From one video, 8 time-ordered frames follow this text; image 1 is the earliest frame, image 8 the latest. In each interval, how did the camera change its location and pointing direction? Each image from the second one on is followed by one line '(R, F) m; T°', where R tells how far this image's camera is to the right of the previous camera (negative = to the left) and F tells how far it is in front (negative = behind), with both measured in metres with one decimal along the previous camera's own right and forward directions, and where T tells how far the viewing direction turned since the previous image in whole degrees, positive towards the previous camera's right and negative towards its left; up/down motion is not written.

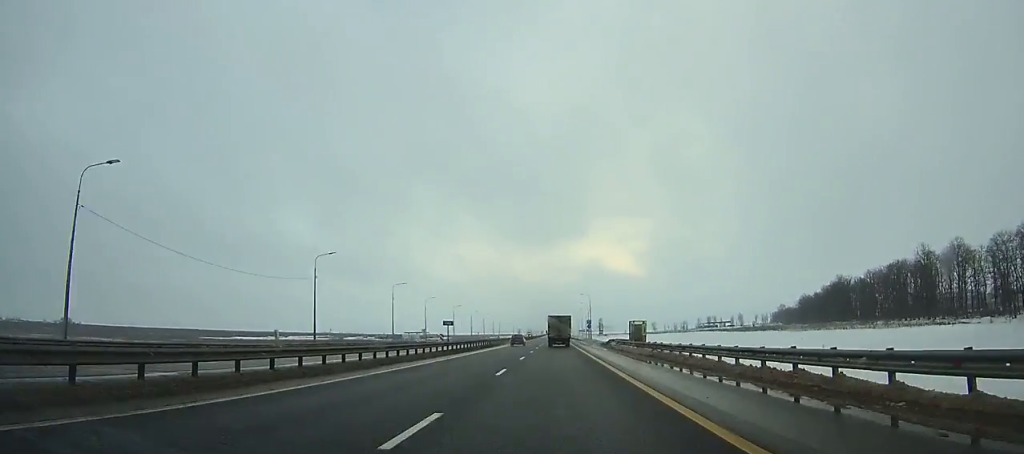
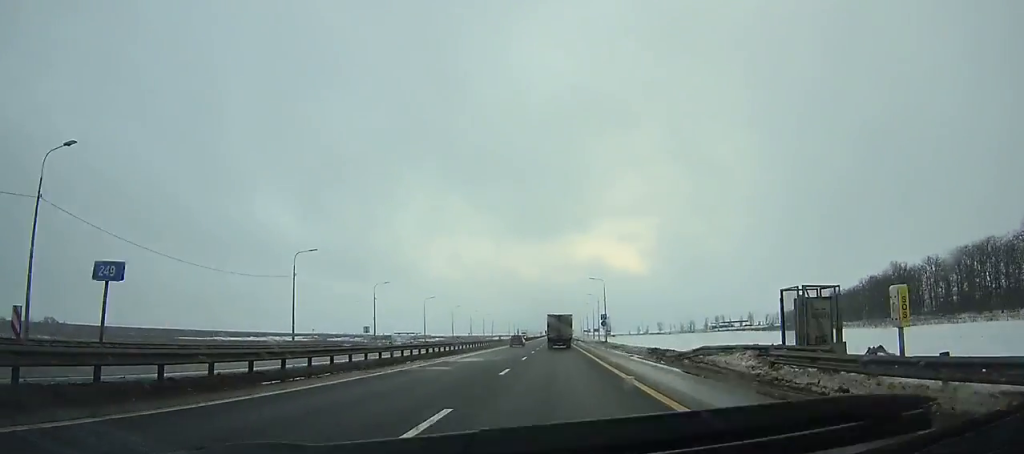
(+0.1, +35.5) m; 0°
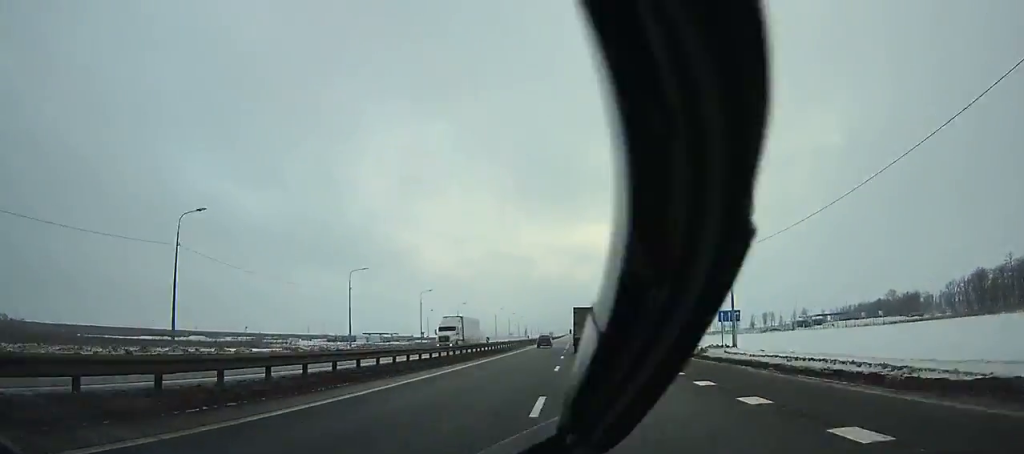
(-0.7, +118.9) m; 0°
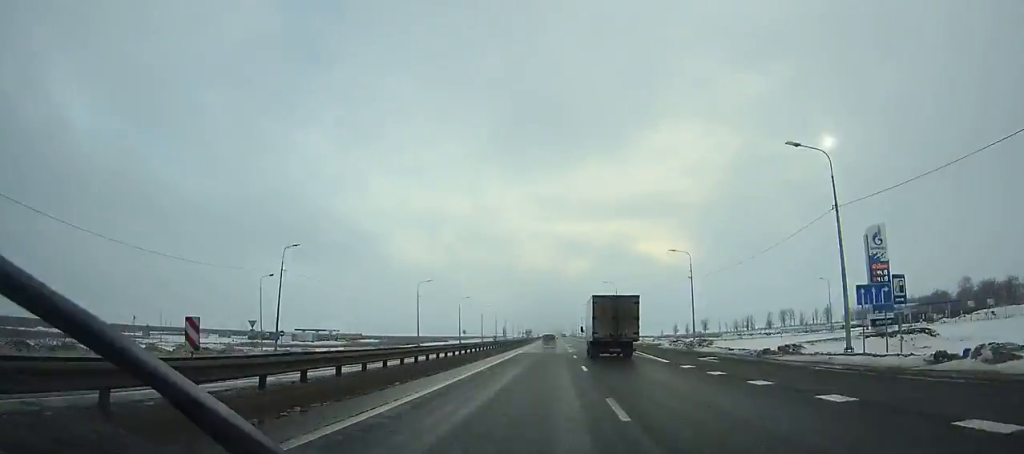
(-0.2, +83.8) m; 0°
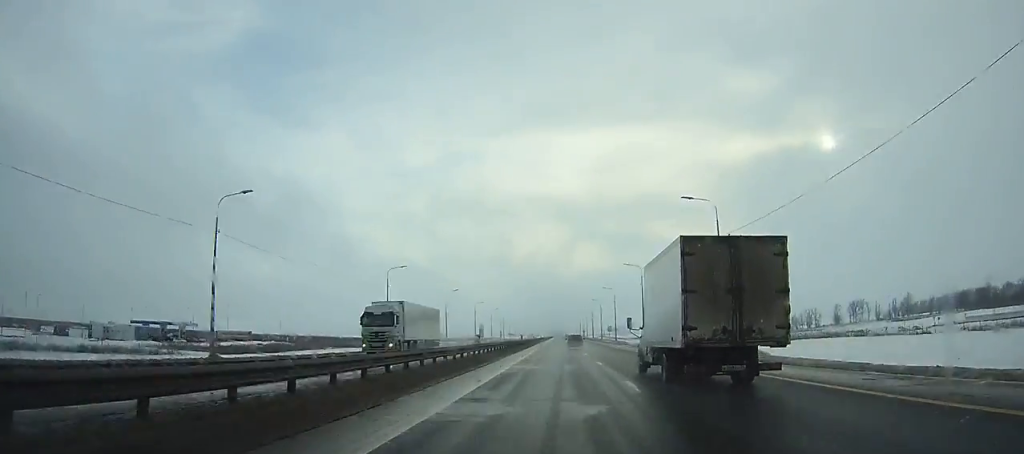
(+1.0, +129.6) m; +1°
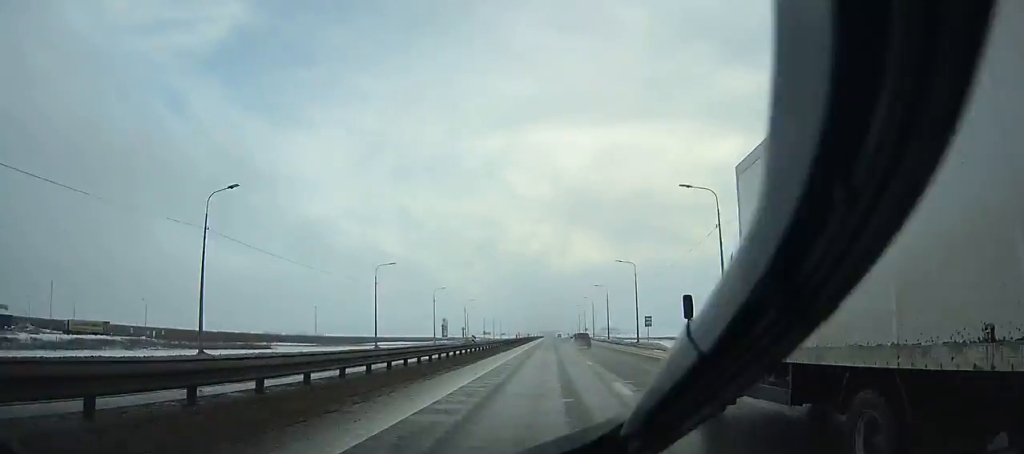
(+0.2, +72.1) m; 0°
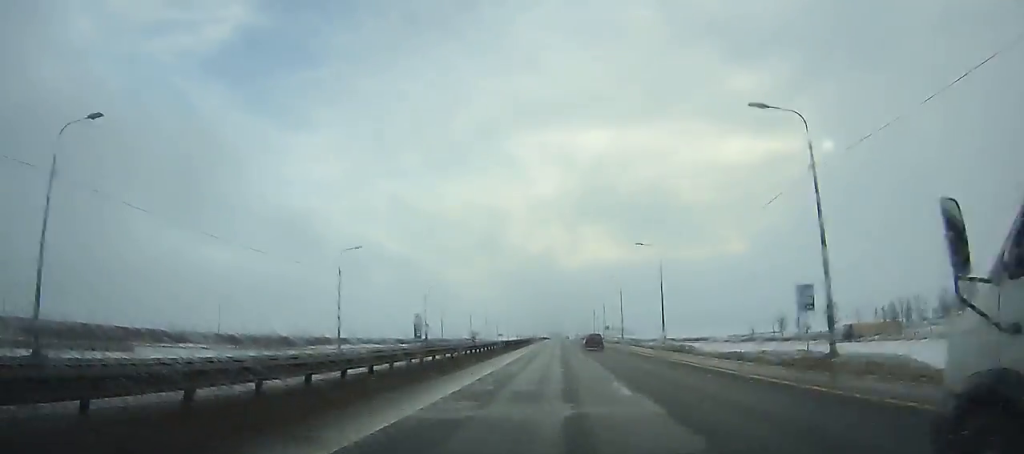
(0.0, +47.9) m; 0°
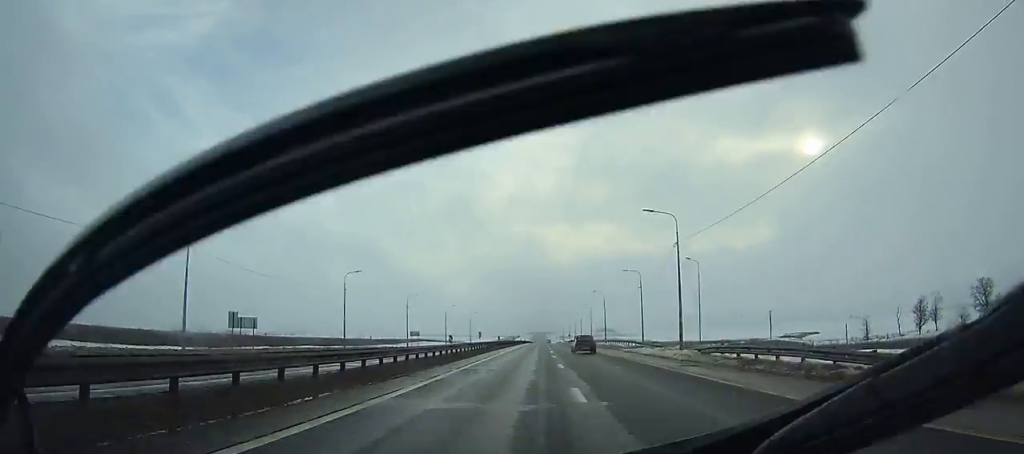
(+0.9, +120.1) m; +1°
